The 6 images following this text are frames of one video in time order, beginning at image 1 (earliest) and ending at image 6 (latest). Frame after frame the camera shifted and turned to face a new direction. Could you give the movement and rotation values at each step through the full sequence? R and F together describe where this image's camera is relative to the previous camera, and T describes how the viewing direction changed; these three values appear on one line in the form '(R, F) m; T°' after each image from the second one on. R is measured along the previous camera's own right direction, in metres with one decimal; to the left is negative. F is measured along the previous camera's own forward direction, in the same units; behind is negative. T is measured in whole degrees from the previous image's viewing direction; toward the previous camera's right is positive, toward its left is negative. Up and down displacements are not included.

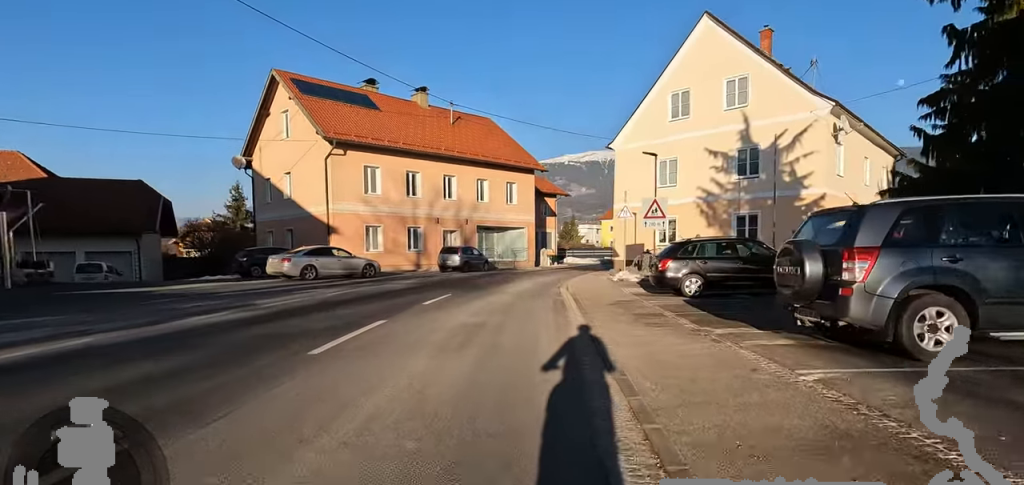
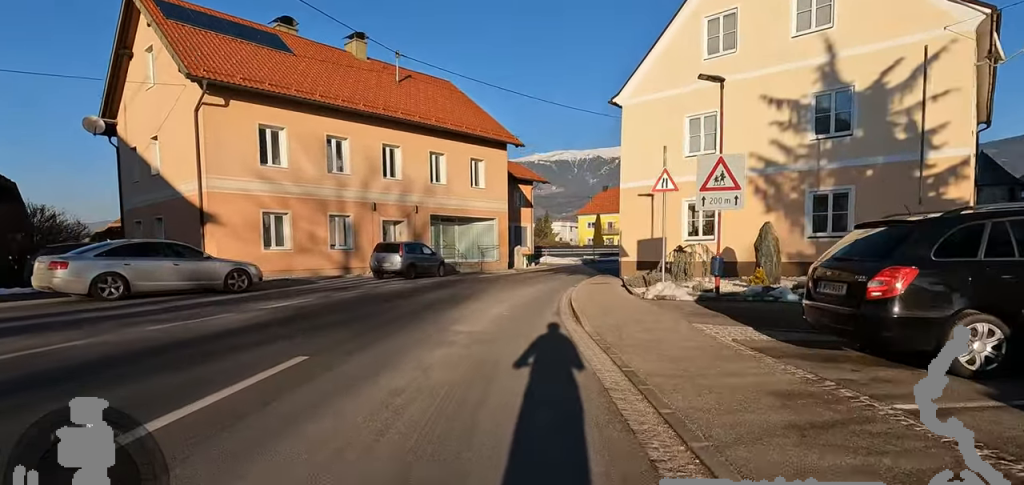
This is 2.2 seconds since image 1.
(+1.4, +9.0) m; +9°
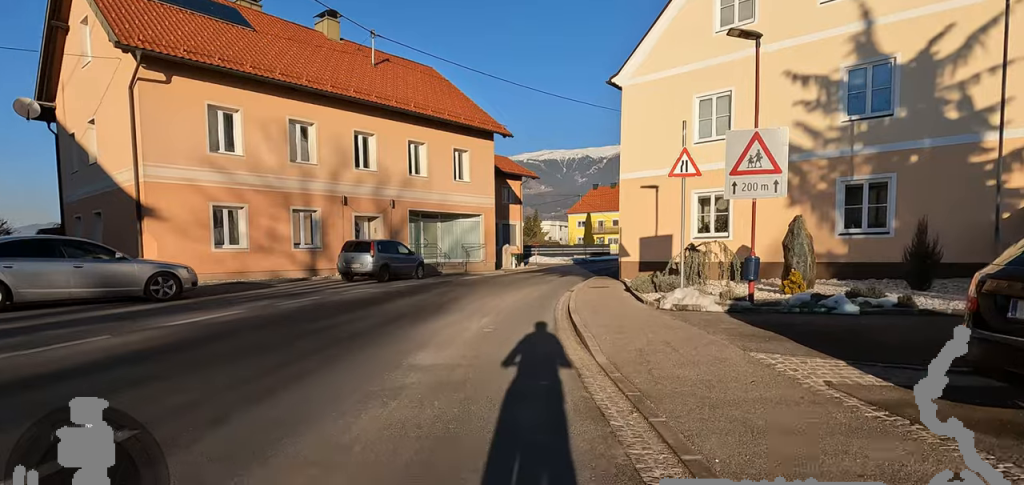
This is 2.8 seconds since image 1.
(-0.3, +2.3) m; -6°
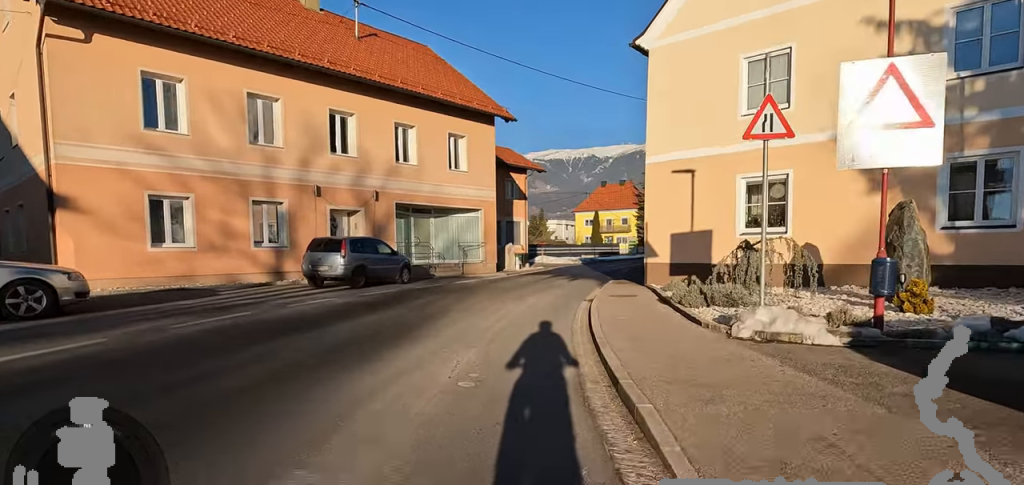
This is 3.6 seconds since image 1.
(-0.2, +3.2) m; -4°
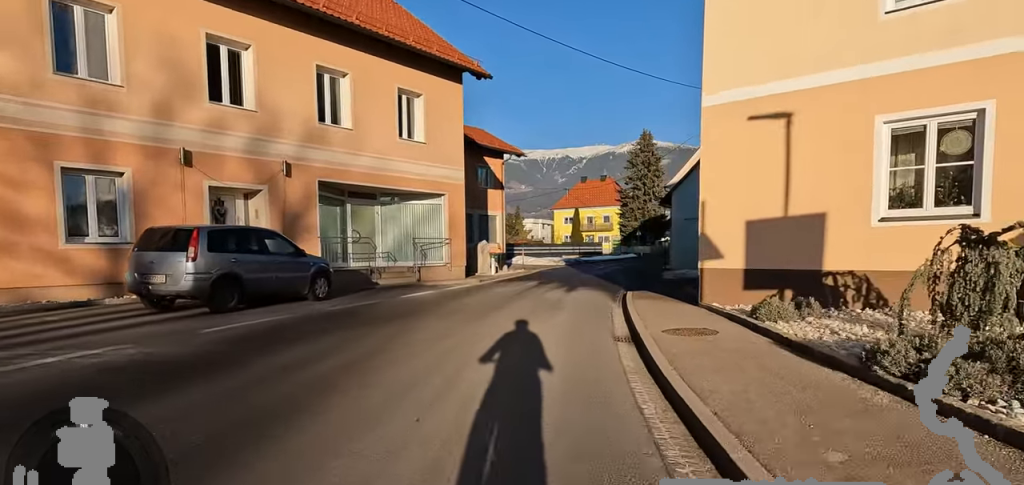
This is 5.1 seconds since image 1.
(-0.1, +5.8) m; +1°
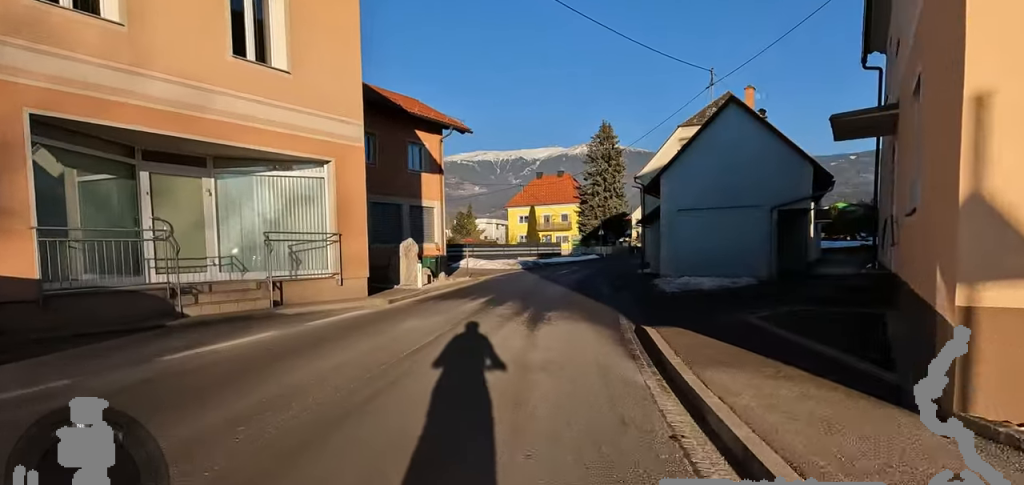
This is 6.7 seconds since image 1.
(+0.8, +6.6) m; +10°
